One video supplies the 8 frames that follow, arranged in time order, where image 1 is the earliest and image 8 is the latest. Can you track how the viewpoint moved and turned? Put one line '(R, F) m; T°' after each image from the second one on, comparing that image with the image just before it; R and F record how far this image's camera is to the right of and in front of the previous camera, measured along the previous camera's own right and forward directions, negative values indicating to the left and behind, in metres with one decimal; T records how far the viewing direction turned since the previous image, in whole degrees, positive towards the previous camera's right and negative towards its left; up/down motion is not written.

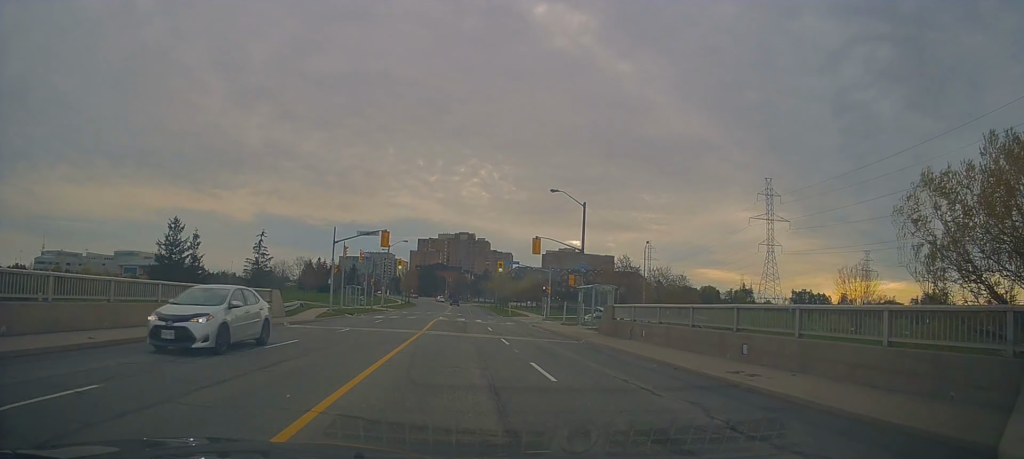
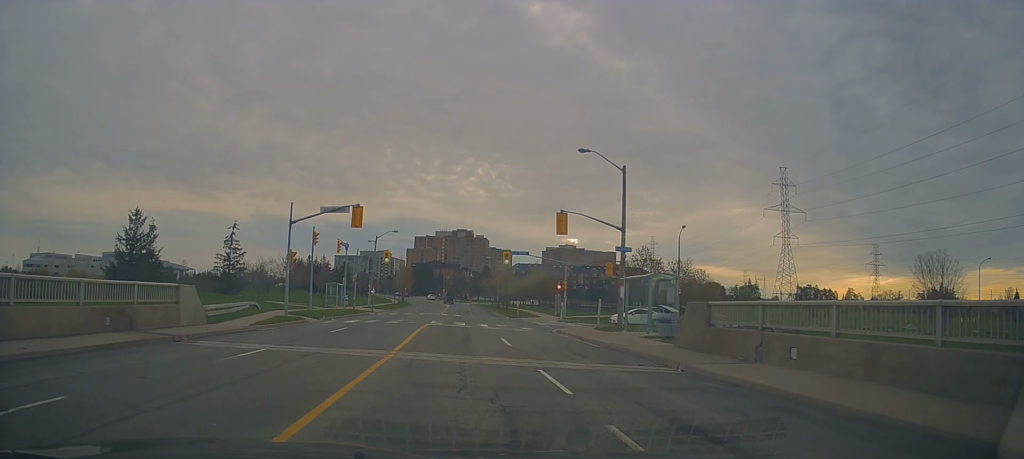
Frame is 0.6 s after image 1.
(+0.1, +9.4) m; 0°
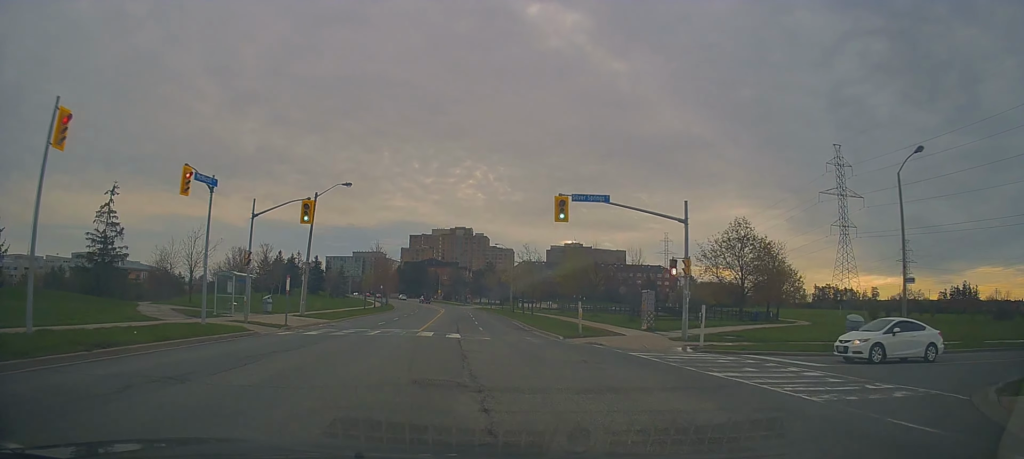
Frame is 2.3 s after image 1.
(+0.1, +27.9) m; 0°
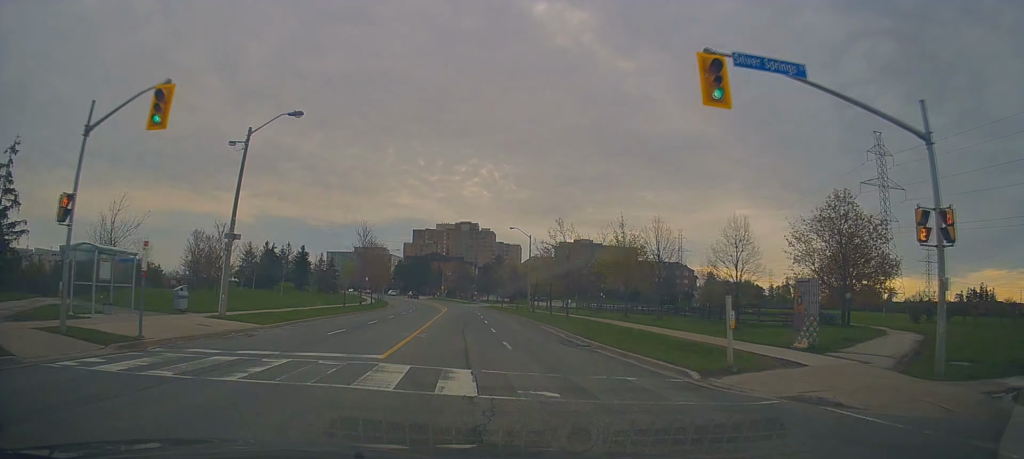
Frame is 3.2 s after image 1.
(0.0, +14.9) m; 0°
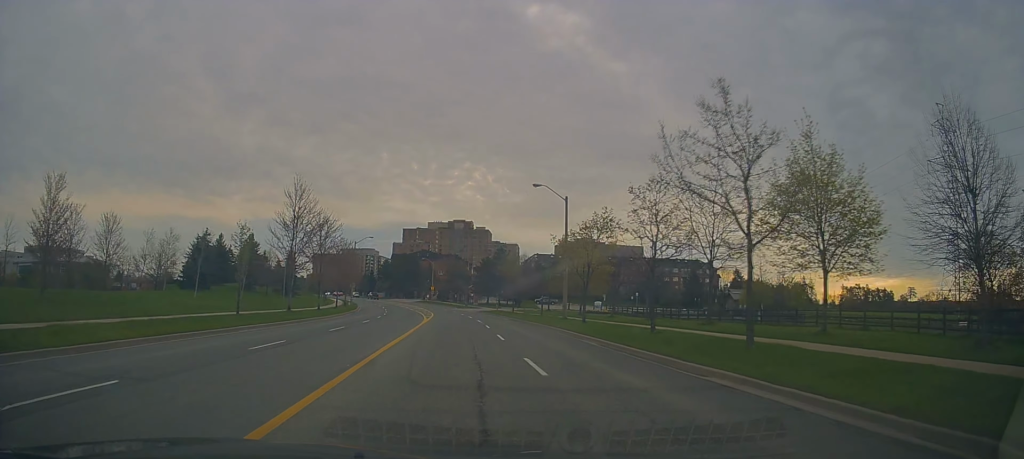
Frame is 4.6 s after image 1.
(+0.1, +26.6) m; 0°
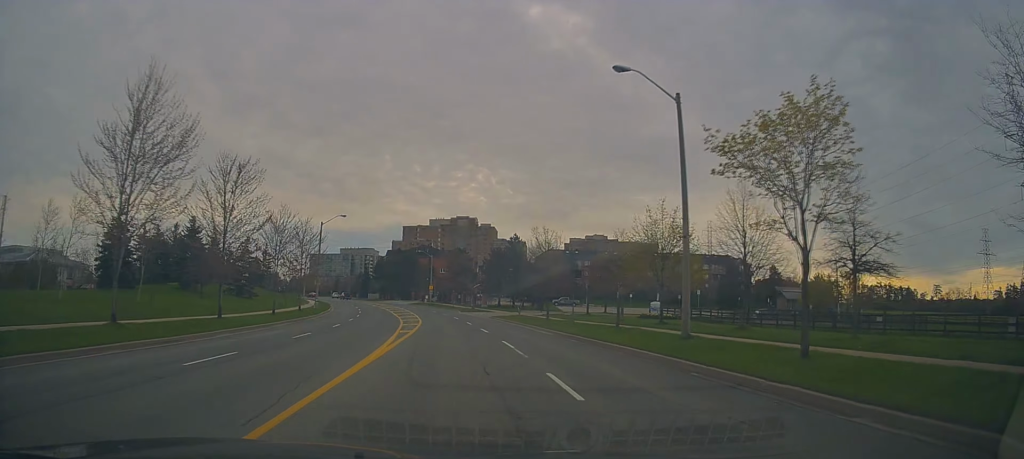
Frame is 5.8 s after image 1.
(0.0, +20.8) m; 0°
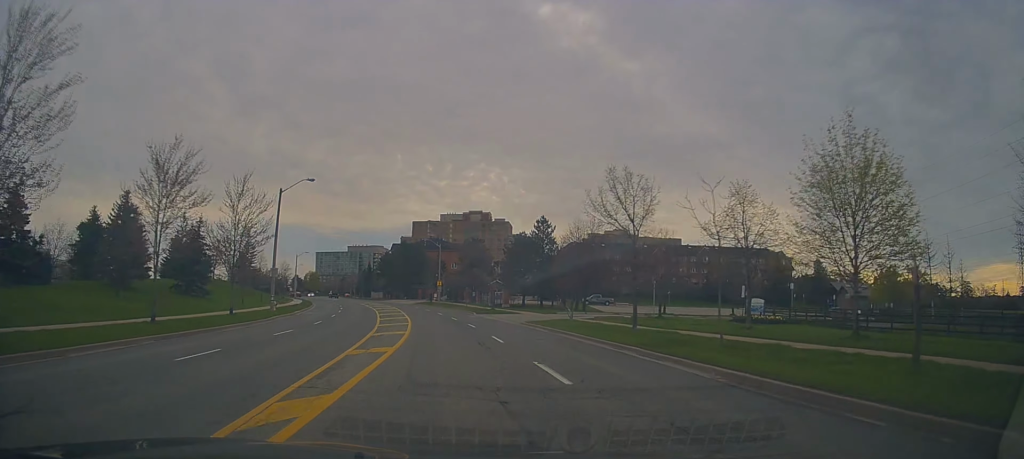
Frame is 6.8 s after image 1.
(-0.1, +16.7) m; -2°
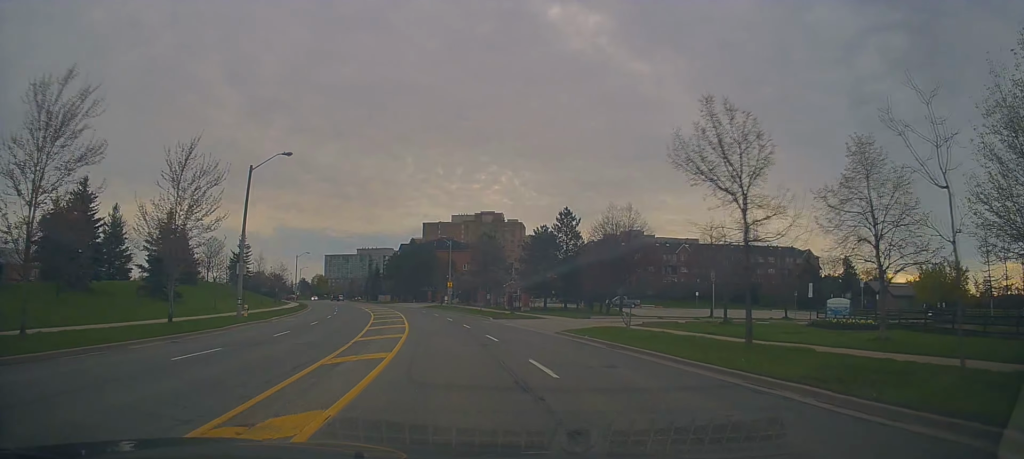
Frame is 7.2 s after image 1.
(-0.1, +8.4) m; -1°
